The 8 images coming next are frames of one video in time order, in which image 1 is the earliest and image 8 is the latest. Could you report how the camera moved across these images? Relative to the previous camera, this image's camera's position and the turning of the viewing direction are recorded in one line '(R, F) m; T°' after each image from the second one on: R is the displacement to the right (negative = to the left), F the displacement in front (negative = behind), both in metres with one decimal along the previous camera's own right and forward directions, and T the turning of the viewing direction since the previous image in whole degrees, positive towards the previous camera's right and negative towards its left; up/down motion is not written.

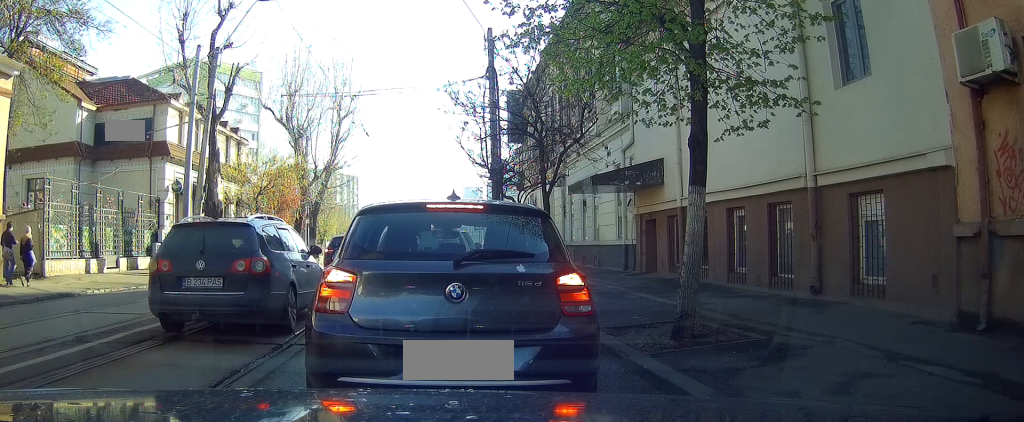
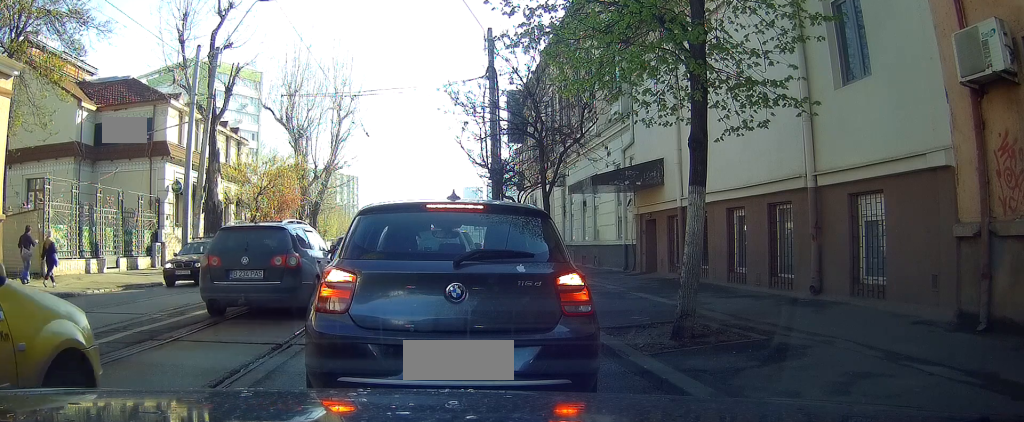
(0.0, 0.0) m; 0°
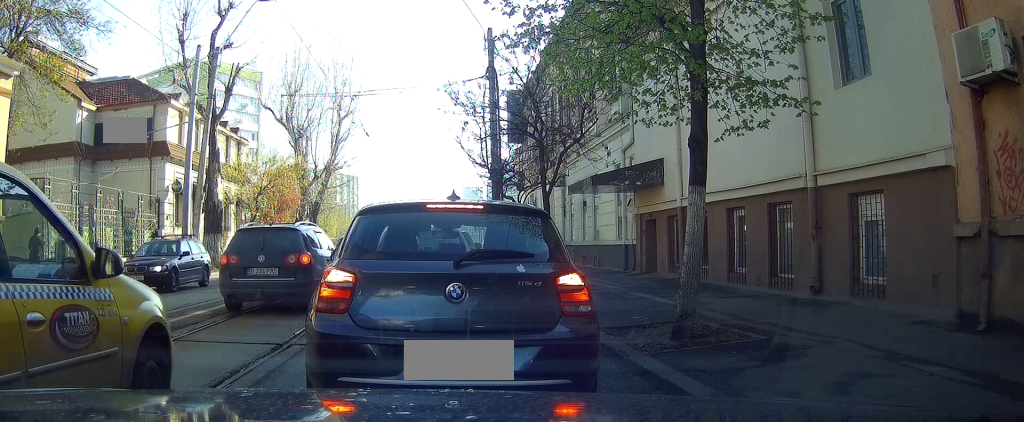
(0.0, 0.0) m; 0°
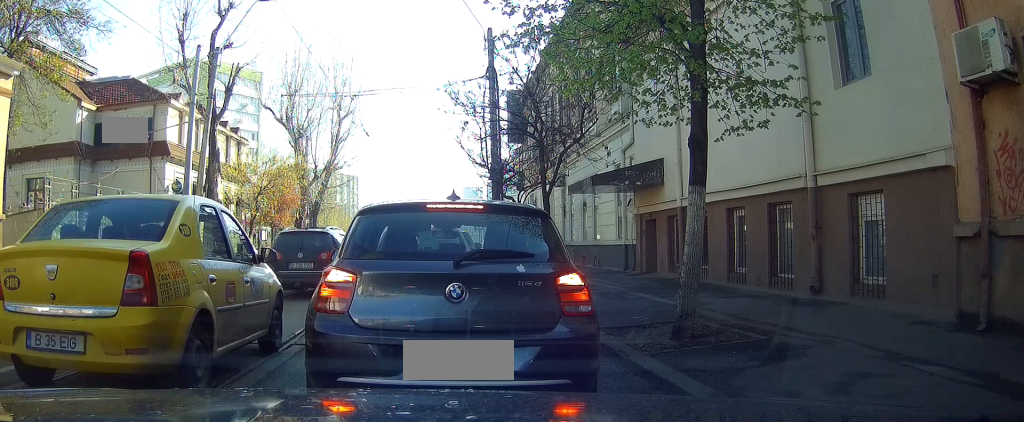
(0.0, 0.0) m; 0°
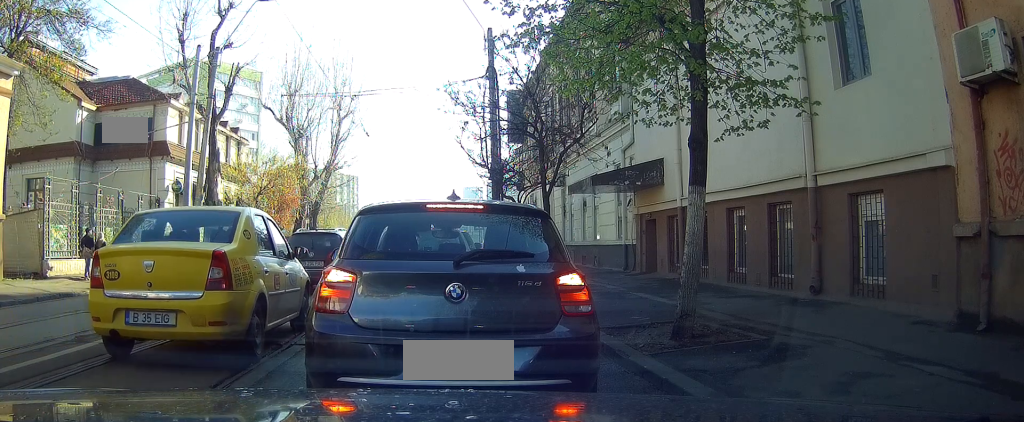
(0.0, 0.0) m; 0°
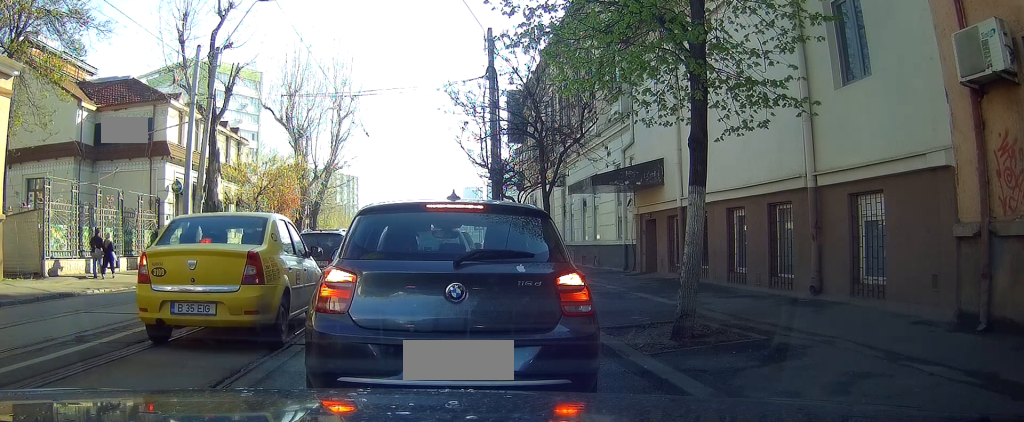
(0.0, 0.0) m; 0°
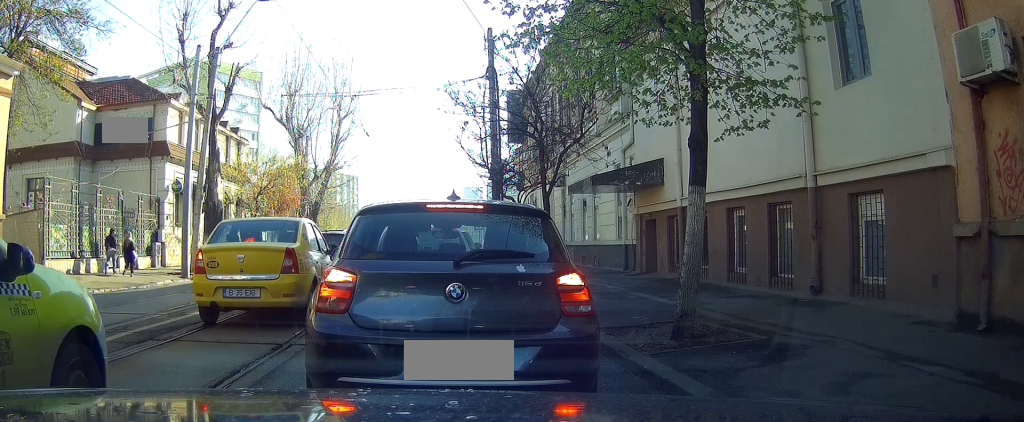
(0.0, 0.0) m; 0°
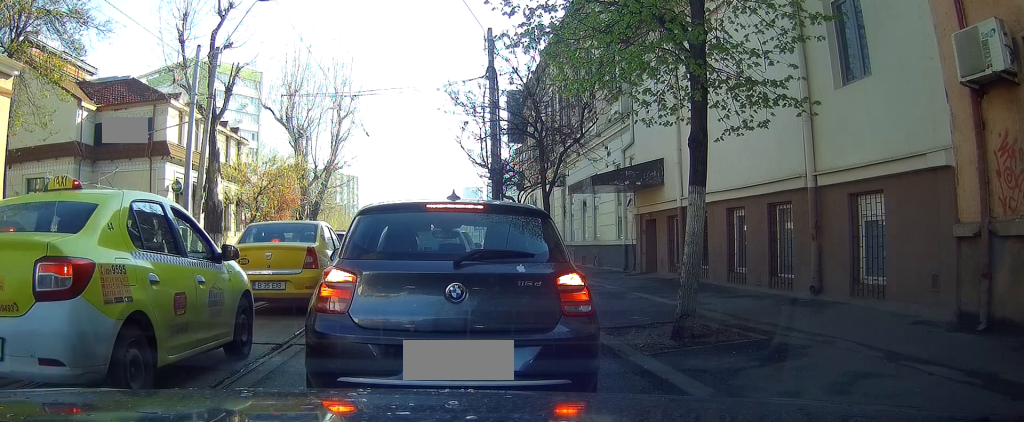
(0.0, 0.0) m; 0°
